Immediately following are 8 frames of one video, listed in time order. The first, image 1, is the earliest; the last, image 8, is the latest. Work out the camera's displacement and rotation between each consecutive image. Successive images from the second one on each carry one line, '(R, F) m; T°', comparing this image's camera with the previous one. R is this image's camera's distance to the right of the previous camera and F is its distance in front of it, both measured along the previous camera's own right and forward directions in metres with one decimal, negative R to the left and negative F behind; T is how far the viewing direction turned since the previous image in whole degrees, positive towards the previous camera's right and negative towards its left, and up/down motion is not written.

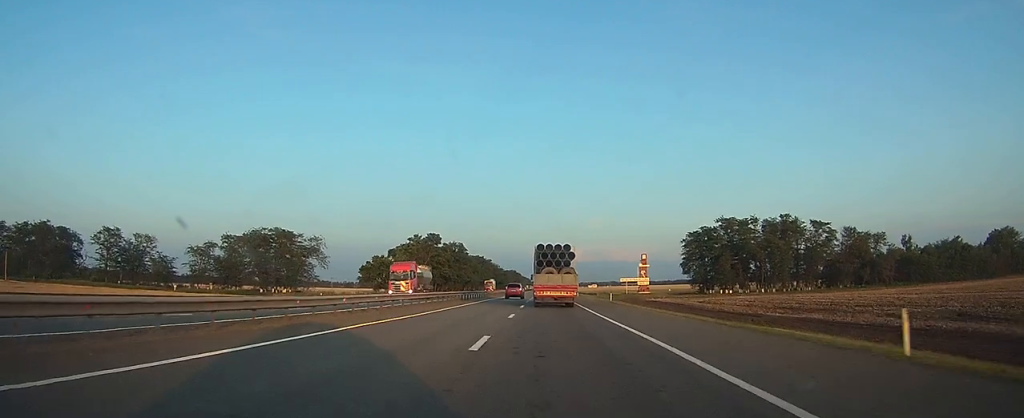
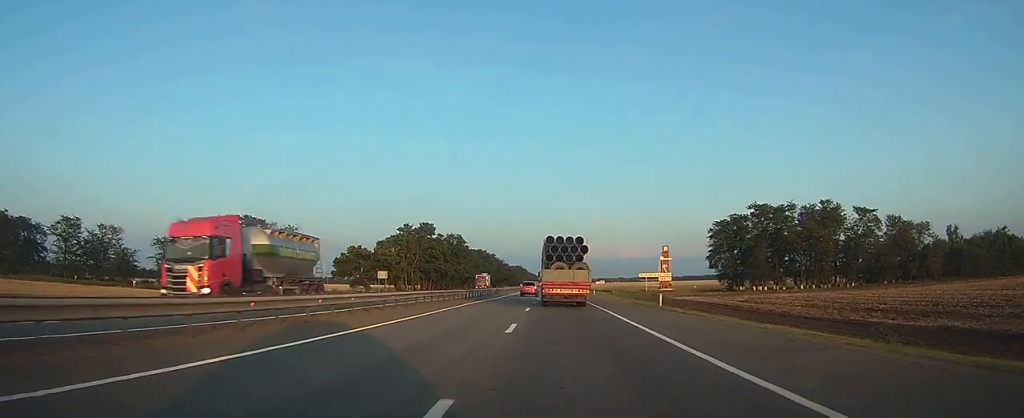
(-0.1, +19.4) m; 0°
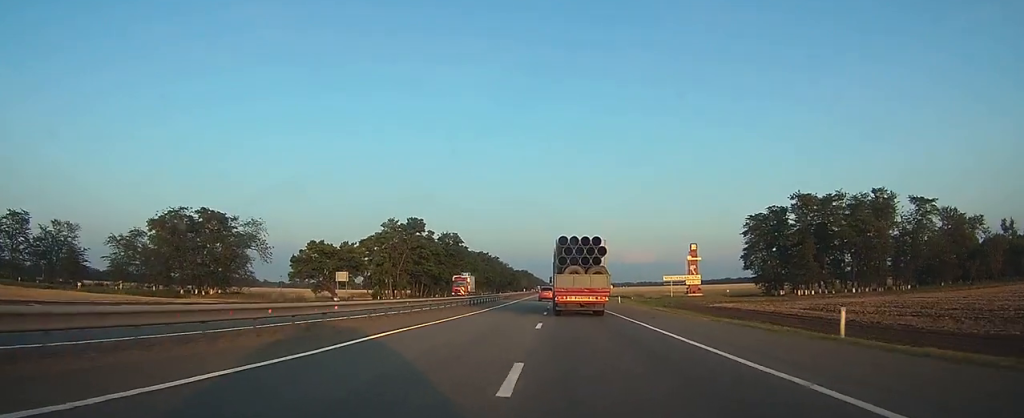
(-0.1, +20.3) m; 0°
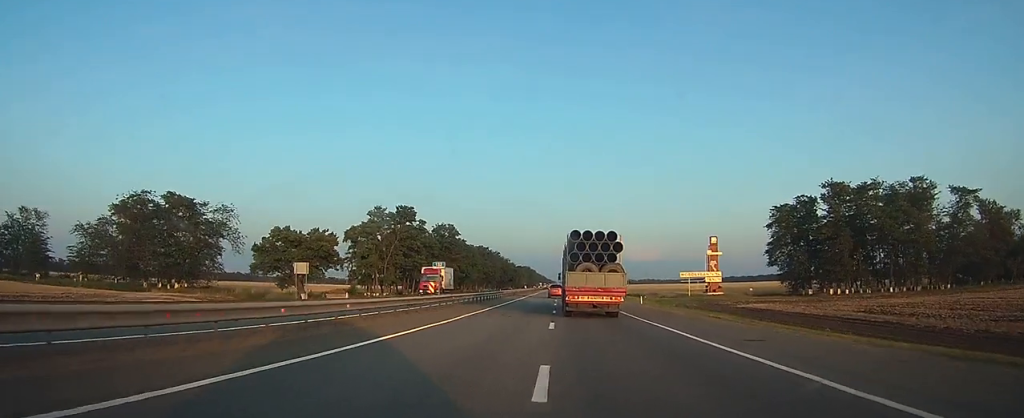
(0.0, +12.2) m; 0°
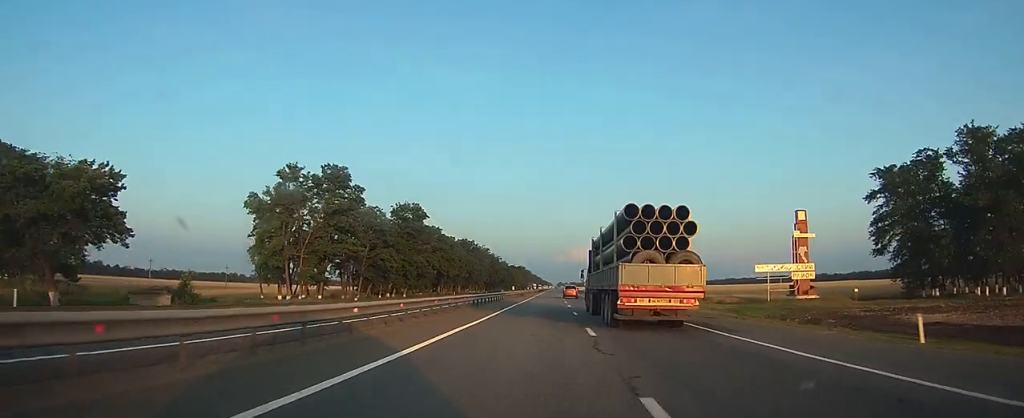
(-0.2, +38.3) m; -1°
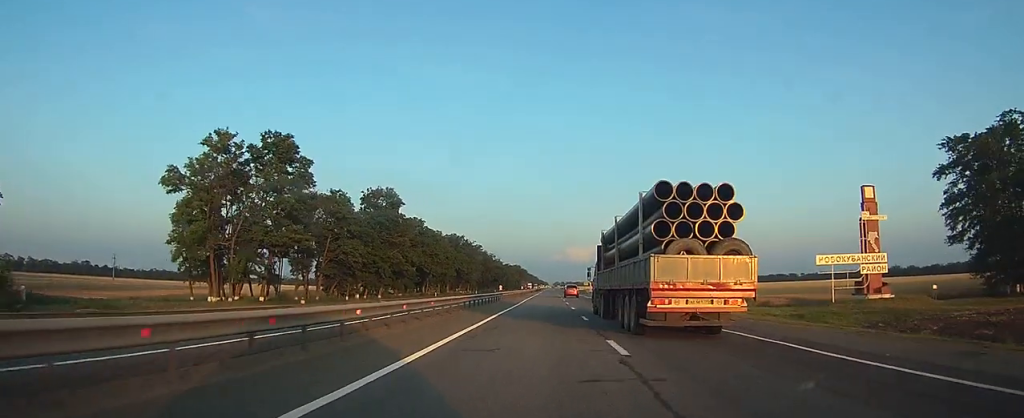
(0.0, +16.4) m; 0°
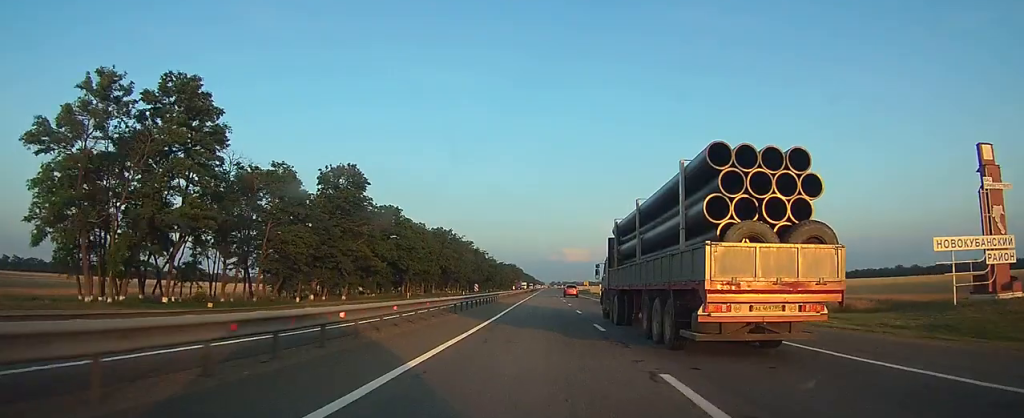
(0.0, +17.3) m; 0°
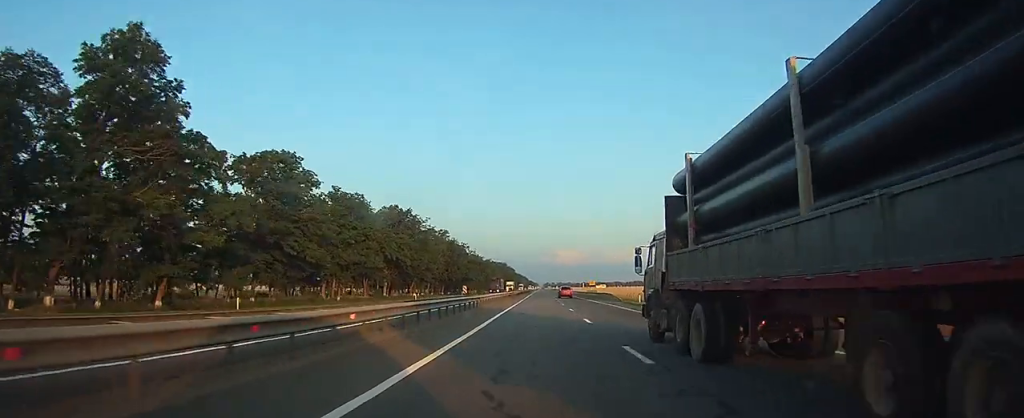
(+0.5, +42.7) m; +1°
